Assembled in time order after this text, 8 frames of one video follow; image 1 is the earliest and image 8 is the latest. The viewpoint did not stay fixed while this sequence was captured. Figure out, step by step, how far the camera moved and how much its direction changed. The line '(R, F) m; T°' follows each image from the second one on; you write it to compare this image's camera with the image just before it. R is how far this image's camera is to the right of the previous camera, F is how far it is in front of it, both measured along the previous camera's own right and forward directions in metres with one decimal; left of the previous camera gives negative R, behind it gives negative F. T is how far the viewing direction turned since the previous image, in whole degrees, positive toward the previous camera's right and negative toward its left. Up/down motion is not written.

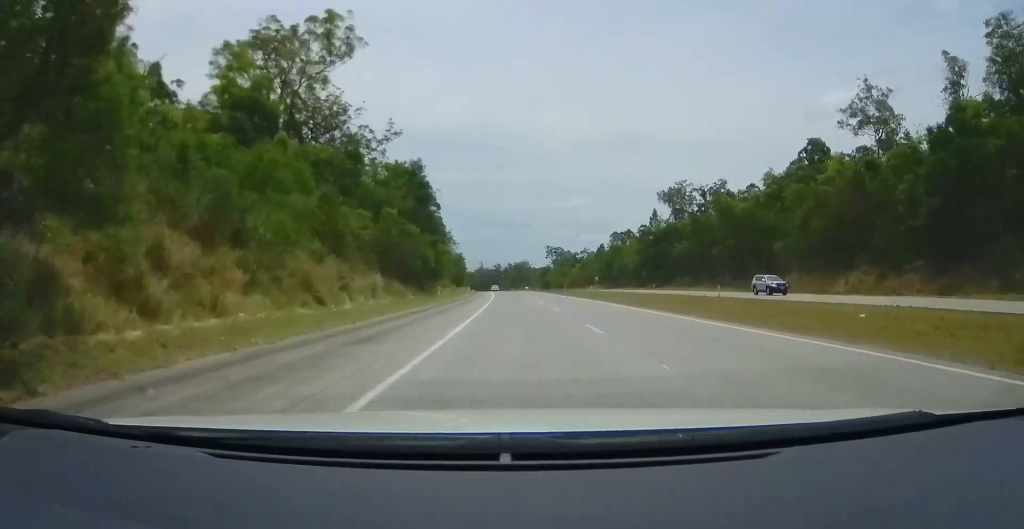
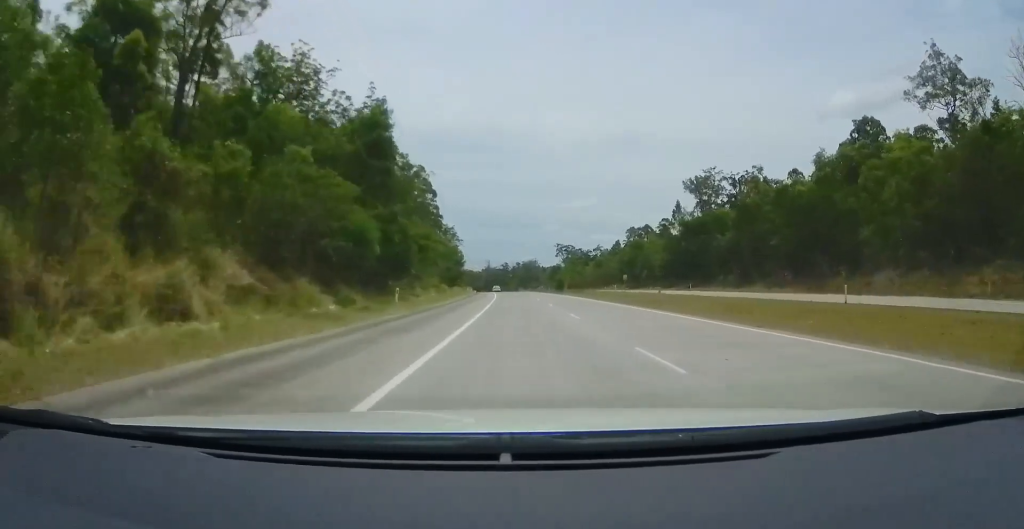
(-0.2, +18.0) m; -1°
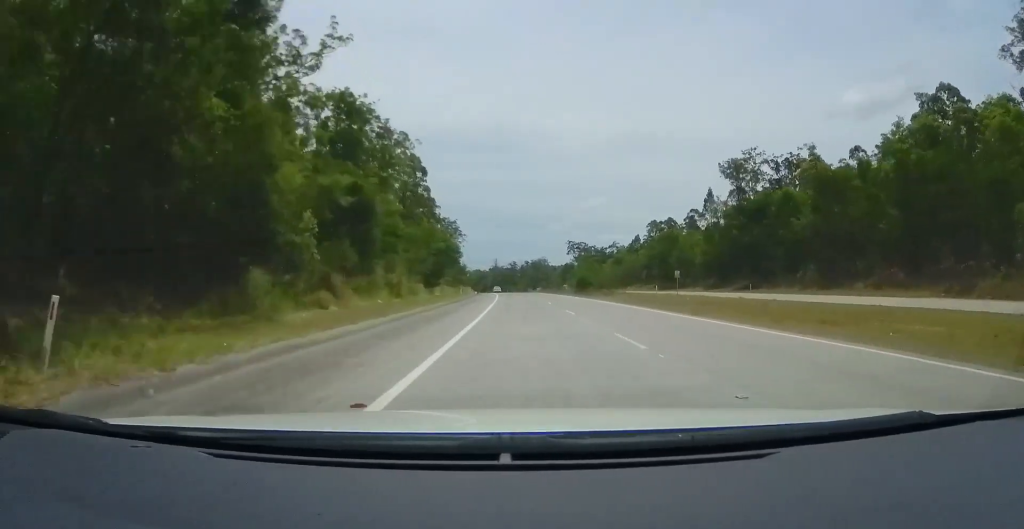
(-0.3, +20.3) m; -1°
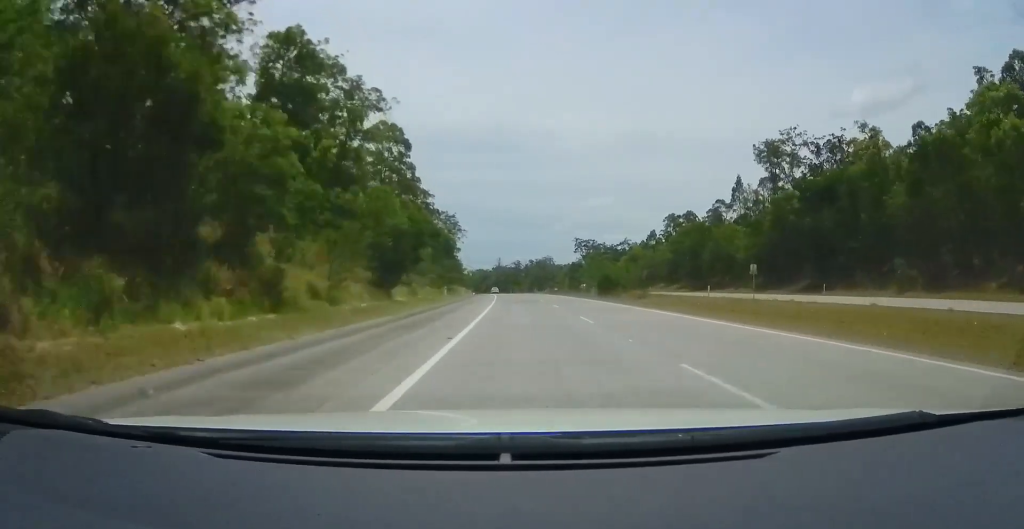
(0.0, +16.8) m; 0°
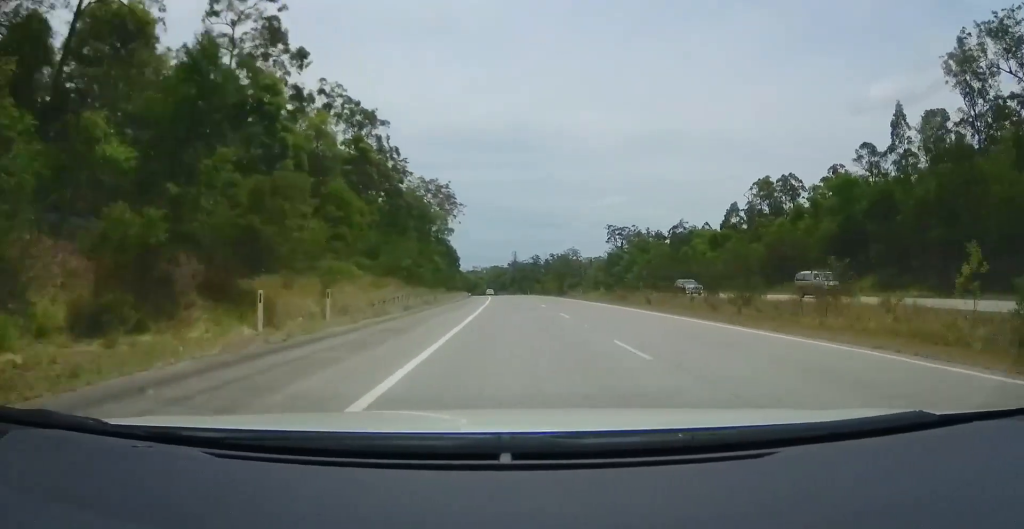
(-0.4, +56.5) m; -2°
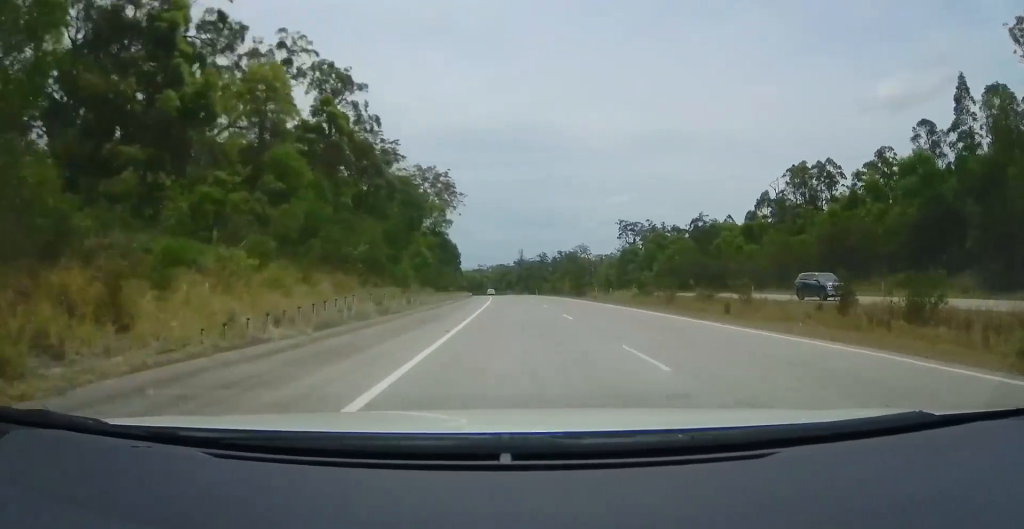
(0.0, +13.2) m; -1°
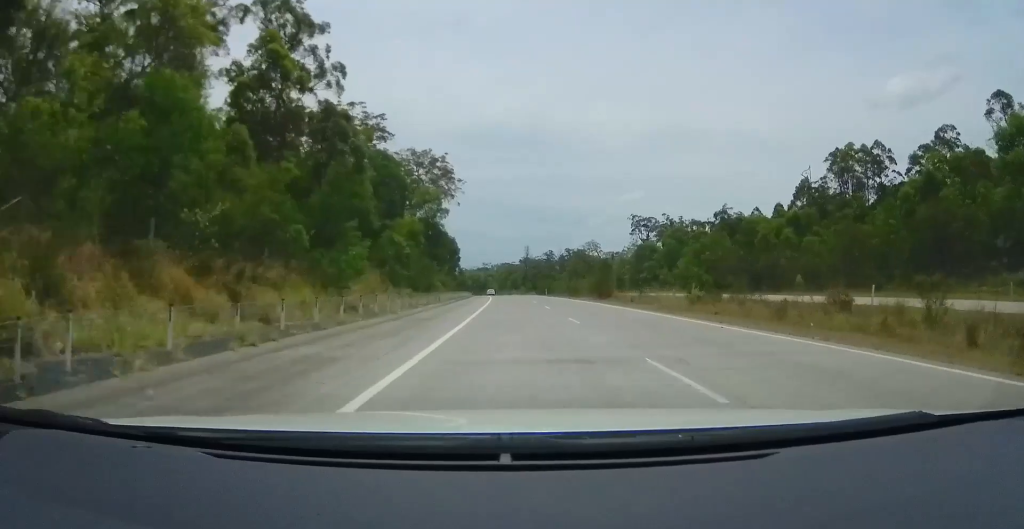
(-0.2, +14.4) m; -1°
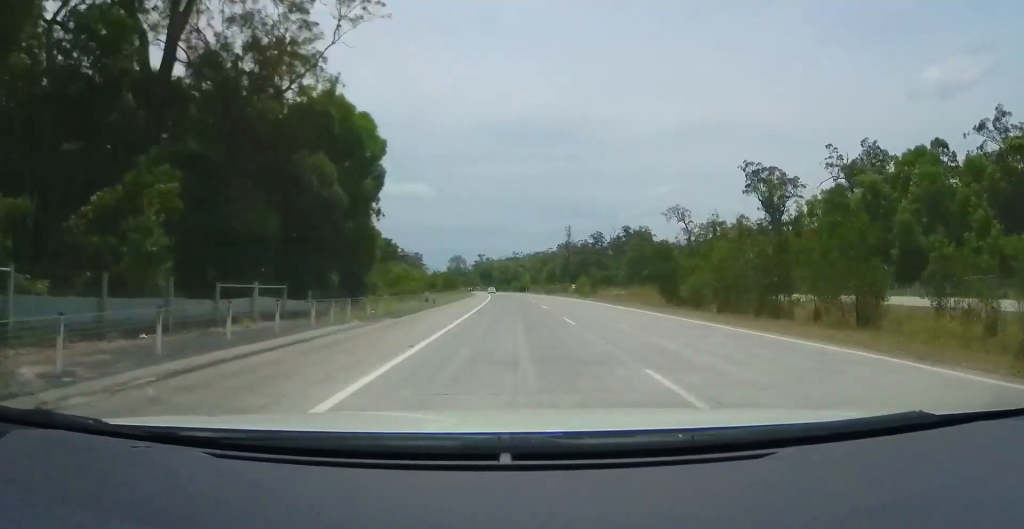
(-2.1, +84.2) m; -3°
